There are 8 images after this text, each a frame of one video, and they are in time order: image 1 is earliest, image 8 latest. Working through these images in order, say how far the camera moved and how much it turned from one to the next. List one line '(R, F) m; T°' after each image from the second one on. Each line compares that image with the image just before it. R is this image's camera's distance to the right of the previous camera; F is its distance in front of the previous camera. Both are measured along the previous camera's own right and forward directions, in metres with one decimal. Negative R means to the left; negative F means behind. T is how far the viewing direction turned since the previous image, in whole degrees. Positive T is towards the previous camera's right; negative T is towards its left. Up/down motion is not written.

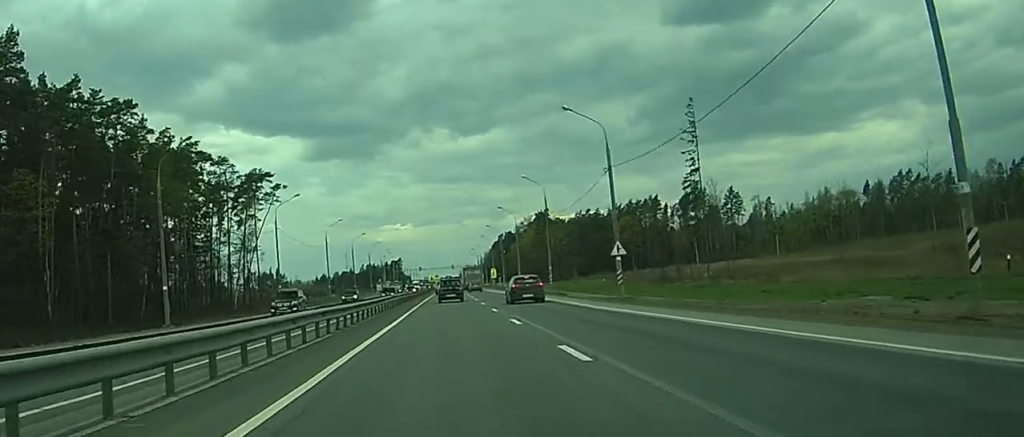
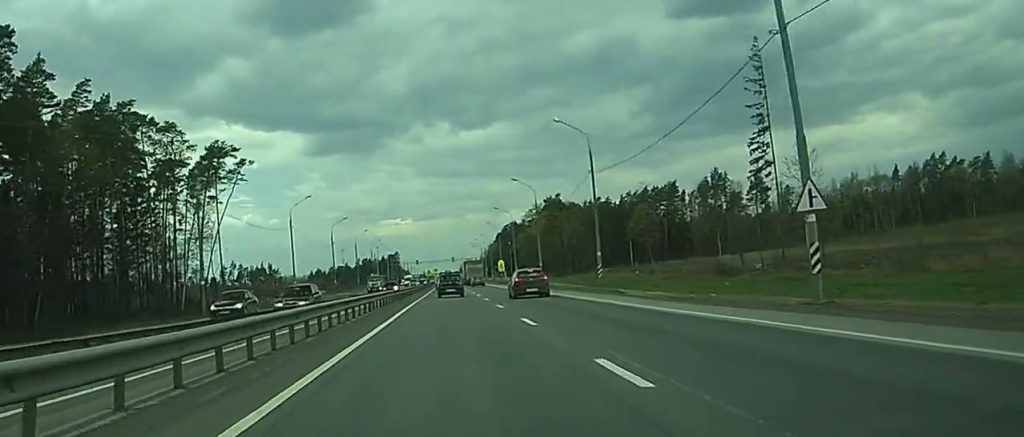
(-0.1, +26.7) m; +1°
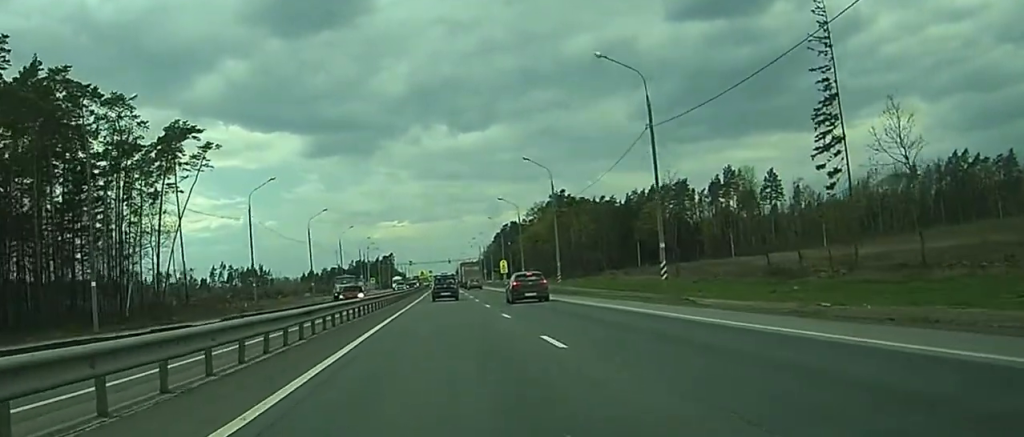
(+0.2, +17.6) m; +1°
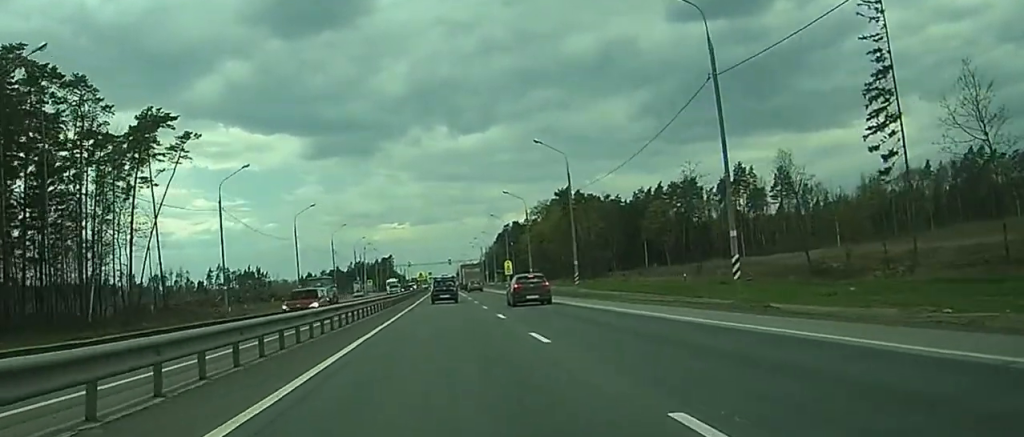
(+0.1, +9.9) m; 0°
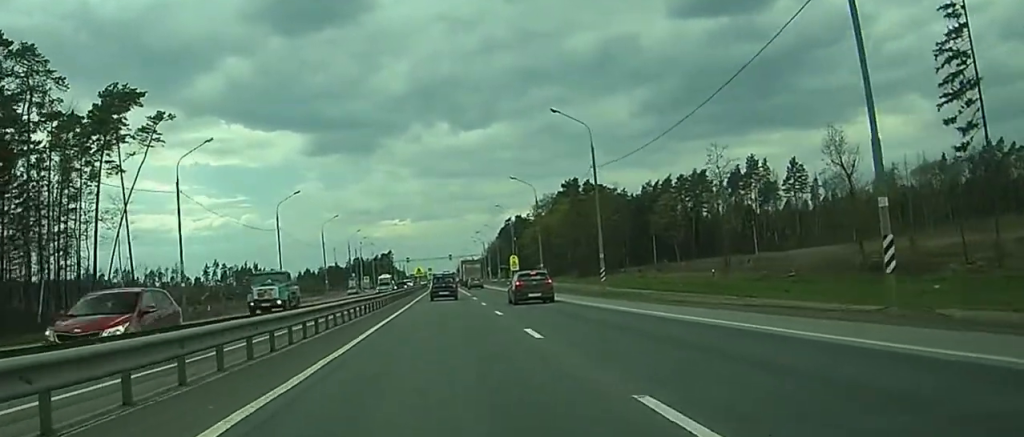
(0.0, +10.5) m; 0°
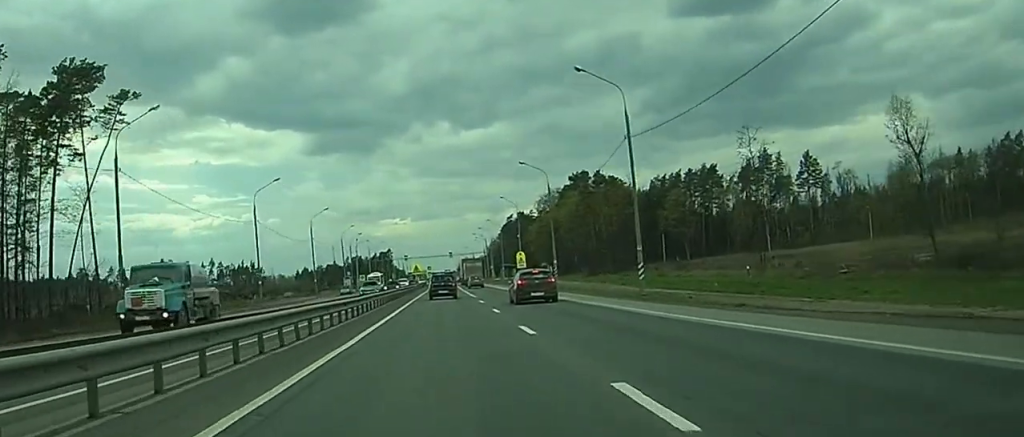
(0.0, +10.5) m; 0°
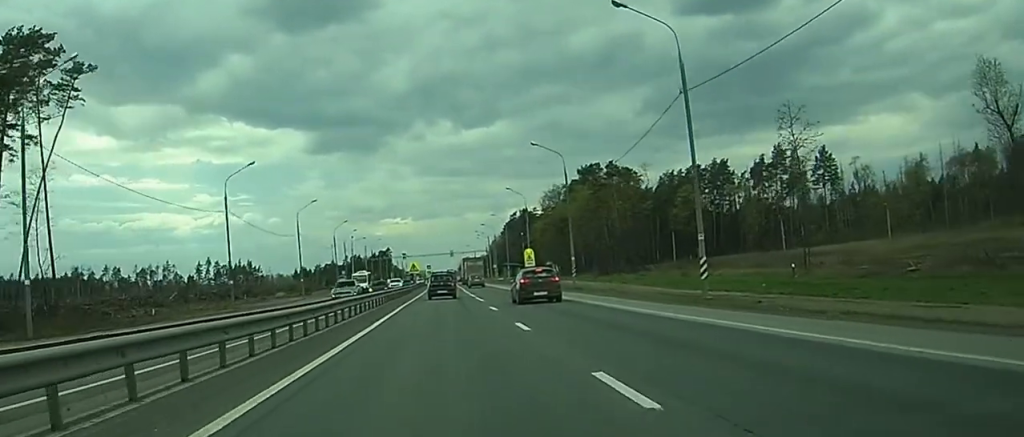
(-0.1, +10.4) m; 0°
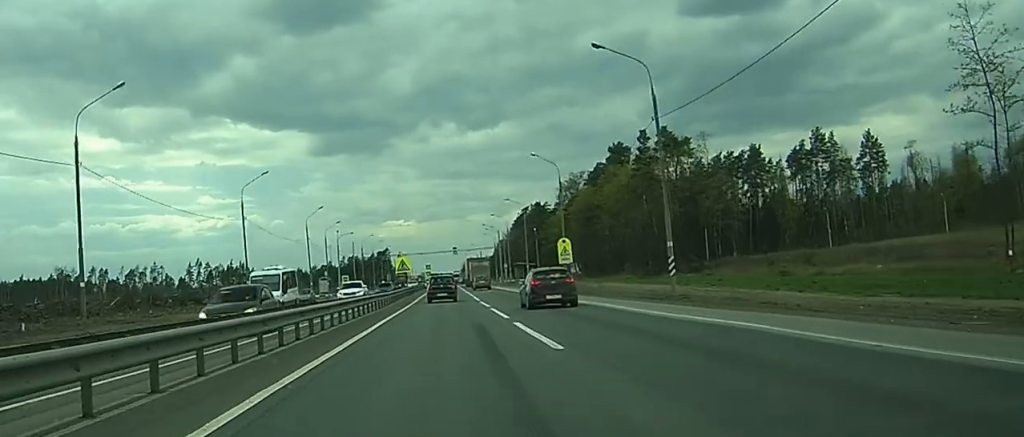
(-0.1, +28.2) m; 0°
